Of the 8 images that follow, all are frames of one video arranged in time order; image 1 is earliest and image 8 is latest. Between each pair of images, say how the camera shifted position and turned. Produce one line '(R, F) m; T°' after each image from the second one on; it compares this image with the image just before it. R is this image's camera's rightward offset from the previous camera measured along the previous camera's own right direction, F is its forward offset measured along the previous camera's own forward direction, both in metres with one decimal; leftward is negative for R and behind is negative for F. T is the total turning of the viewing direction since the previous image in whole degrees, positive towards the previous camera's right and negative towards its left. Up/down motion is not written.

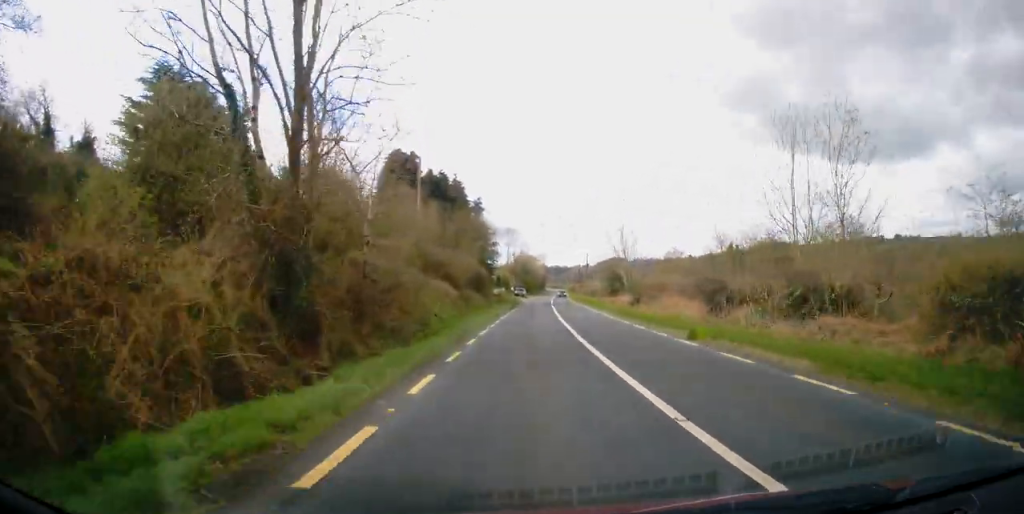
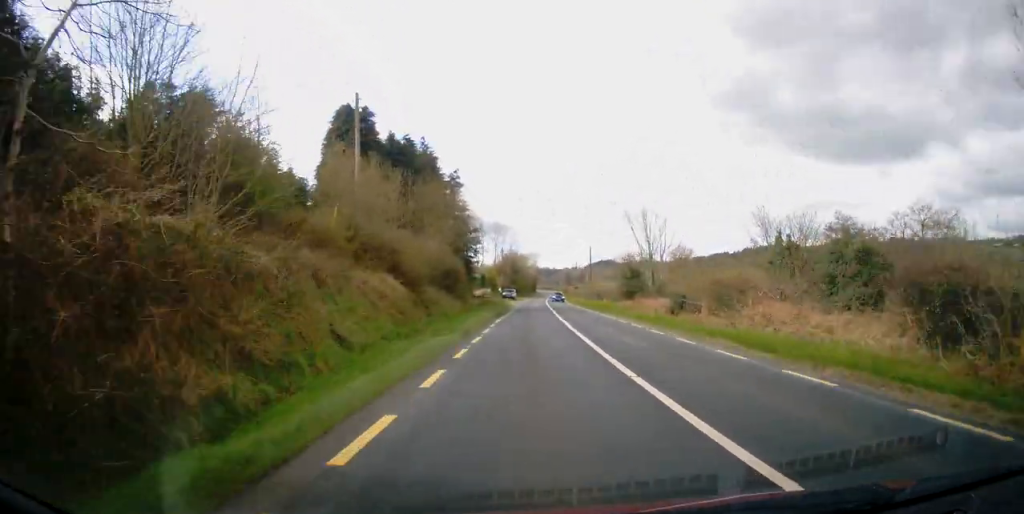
(+0.2, +15.5) m; +2°
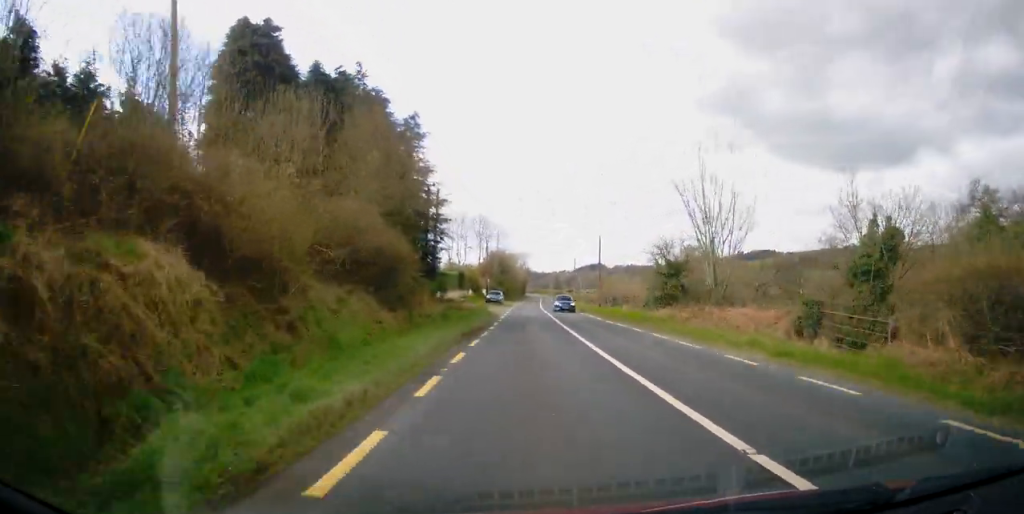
(+0.3, +16.9) m; +2°
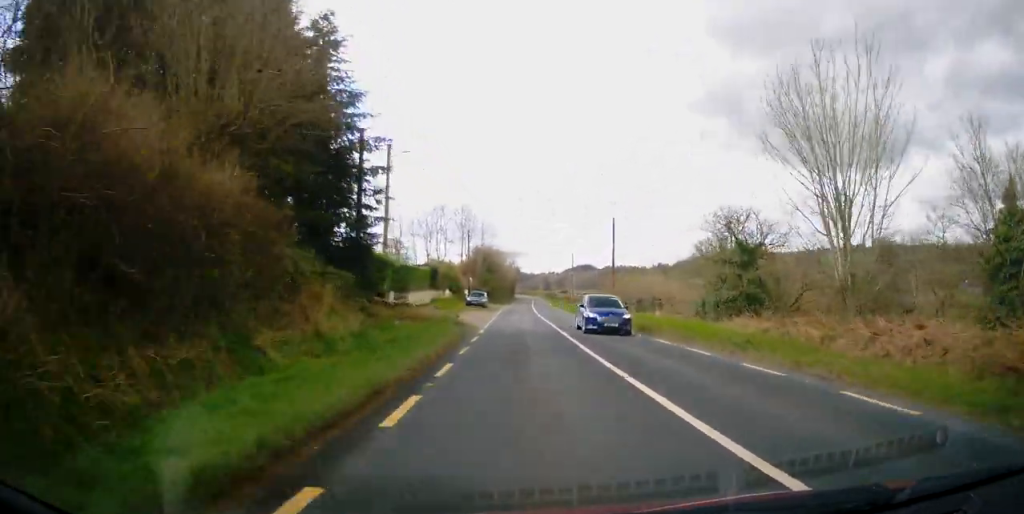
(+0.3, +13.9) m; +1°
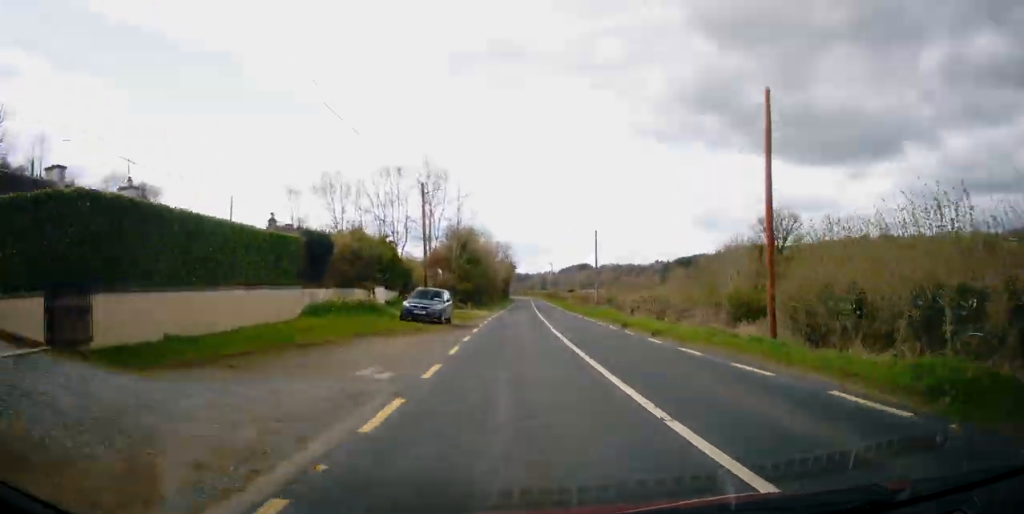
(+0.3, +28.5) m; +2°
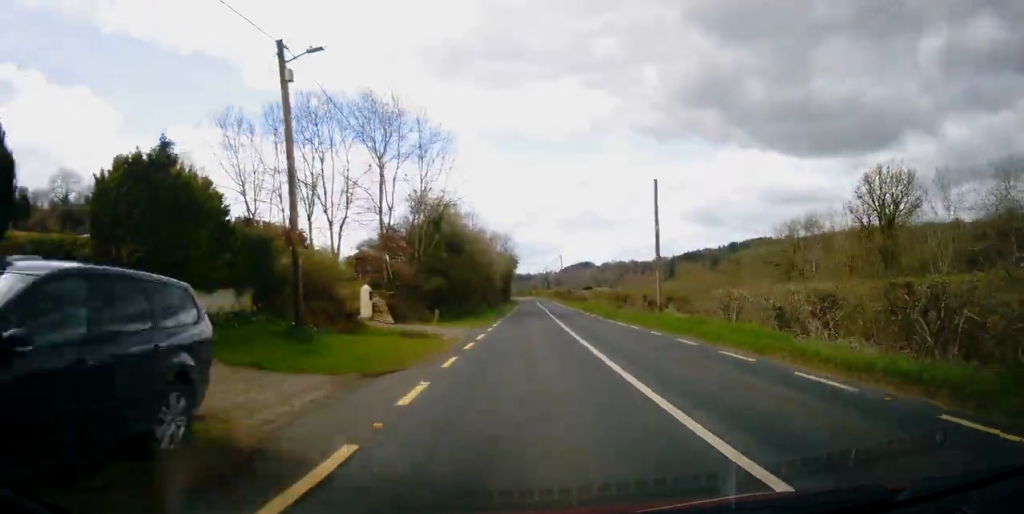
(+0.4, +22.7) m; 0°
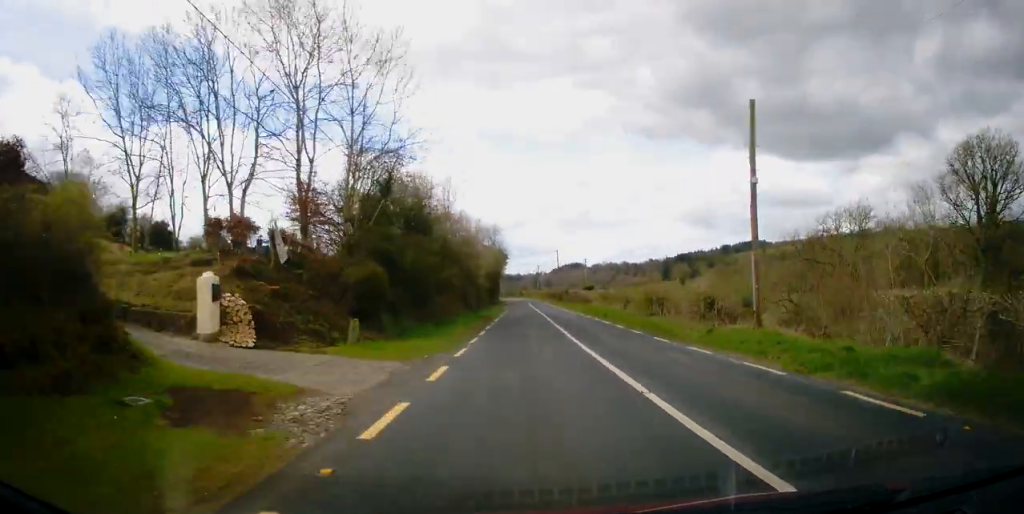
(-0.3, +13.9) m; -1°
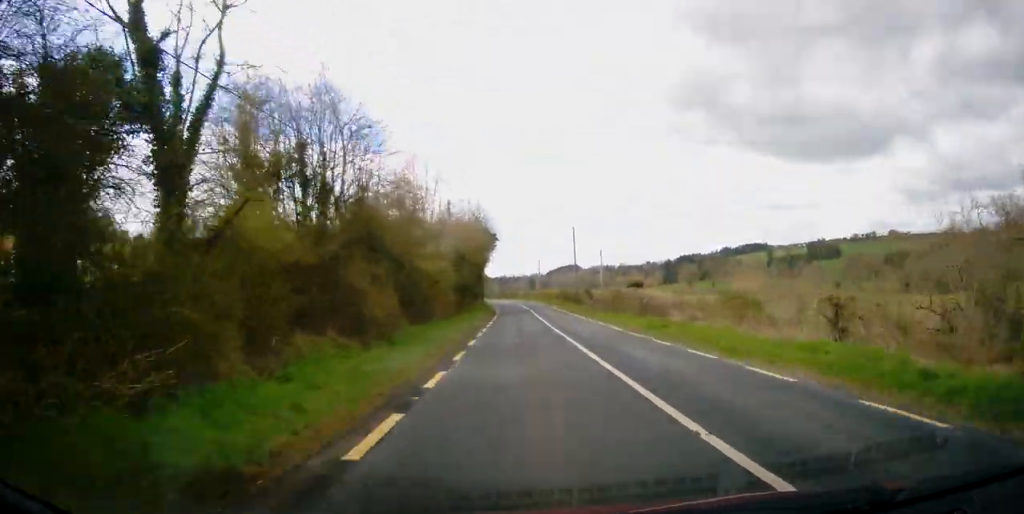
(+0.1, +32.8) m; +1°
